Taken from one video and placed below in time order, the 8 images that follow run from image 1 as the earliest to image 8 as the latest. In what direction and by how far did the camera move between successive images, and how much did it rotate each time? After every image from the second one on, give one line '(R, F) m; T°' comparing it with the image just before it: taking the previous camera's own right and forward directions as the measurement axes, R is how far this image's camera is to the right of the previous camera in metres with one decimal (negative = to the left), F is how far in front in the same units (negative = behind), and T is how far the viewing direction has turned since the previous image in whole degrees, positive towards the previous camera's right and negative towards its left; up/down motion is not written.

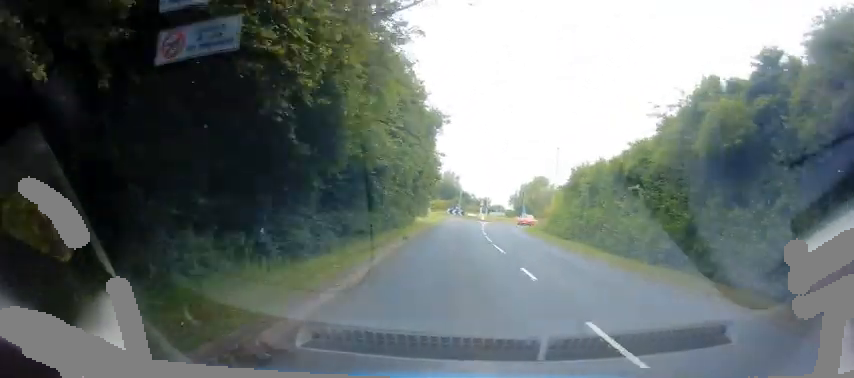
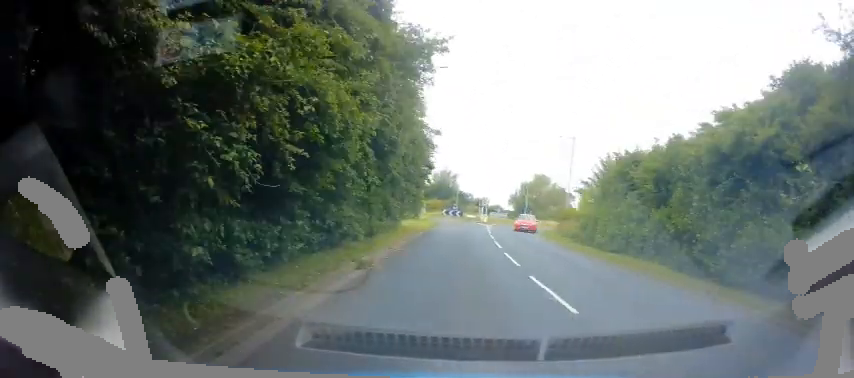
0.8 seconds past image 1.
(-1.5, +8.5) m; +7°
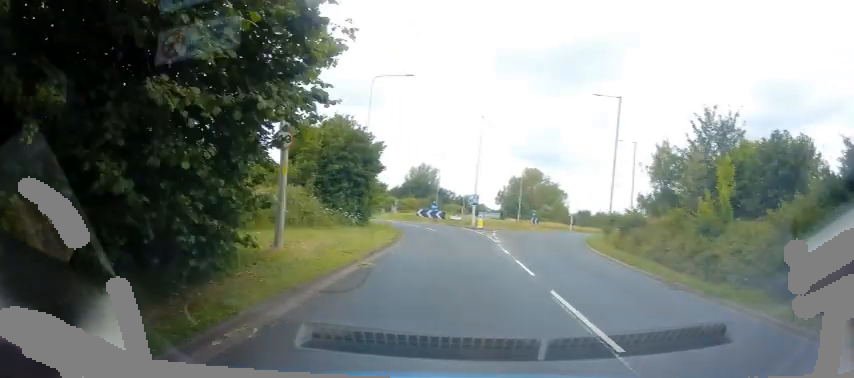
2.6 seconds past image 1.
(+1.6, +18.0) m; +4°
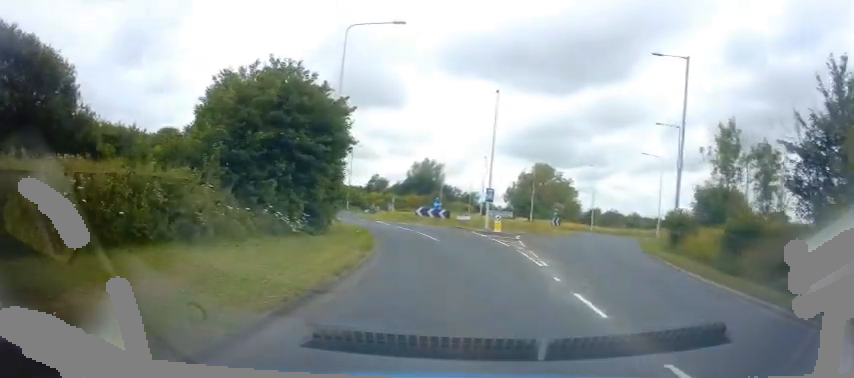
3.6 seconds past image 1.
(+0.5, +8.8) m; +9°
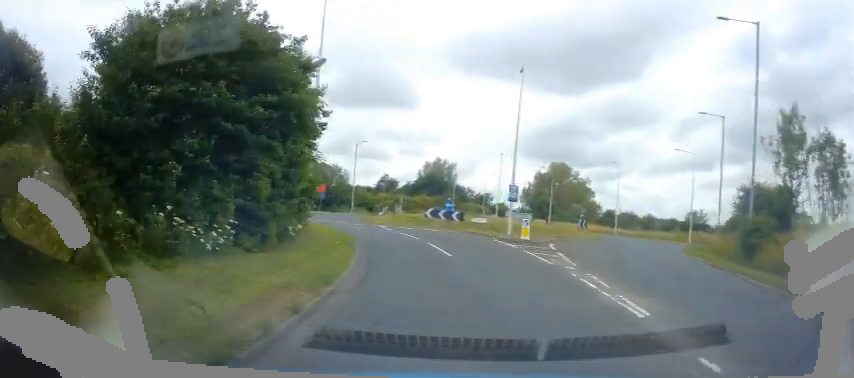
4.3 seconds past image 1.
(+1.1, +5.7) m; +4°
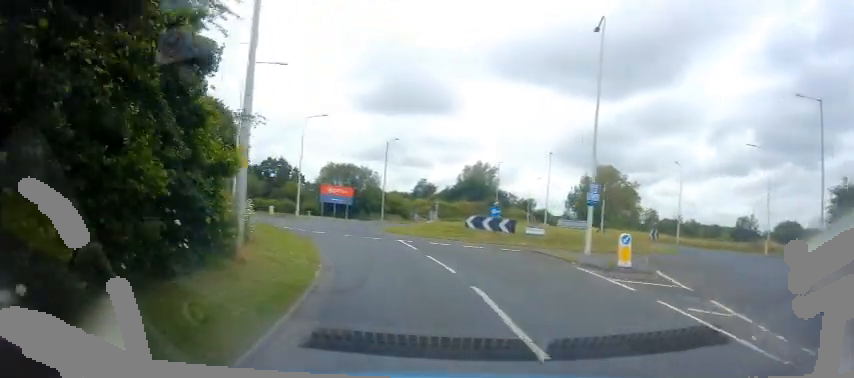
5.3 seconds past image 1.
(-1.3, +8.4) m; -16°
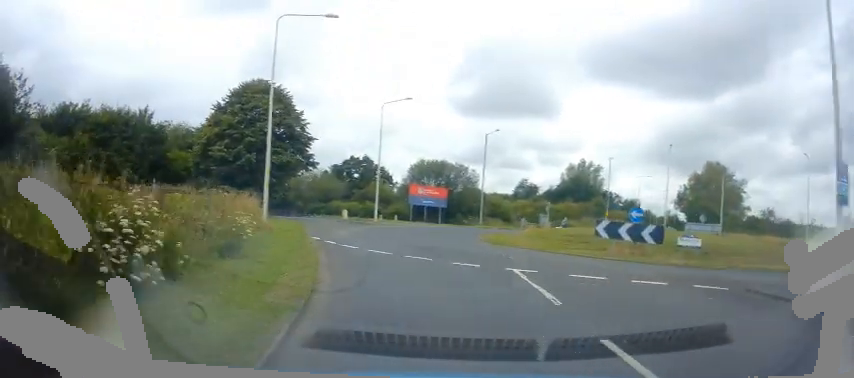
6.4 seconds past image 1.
(-1.4, +9.4) m; -15°
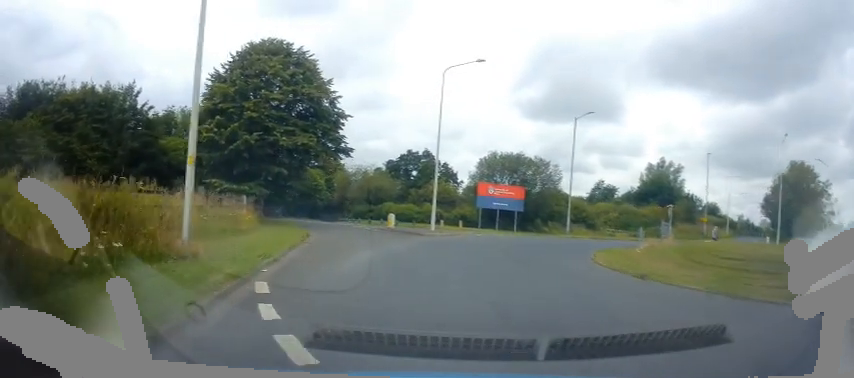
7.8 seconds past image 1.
(-1.1, +11.7) m; 0°
